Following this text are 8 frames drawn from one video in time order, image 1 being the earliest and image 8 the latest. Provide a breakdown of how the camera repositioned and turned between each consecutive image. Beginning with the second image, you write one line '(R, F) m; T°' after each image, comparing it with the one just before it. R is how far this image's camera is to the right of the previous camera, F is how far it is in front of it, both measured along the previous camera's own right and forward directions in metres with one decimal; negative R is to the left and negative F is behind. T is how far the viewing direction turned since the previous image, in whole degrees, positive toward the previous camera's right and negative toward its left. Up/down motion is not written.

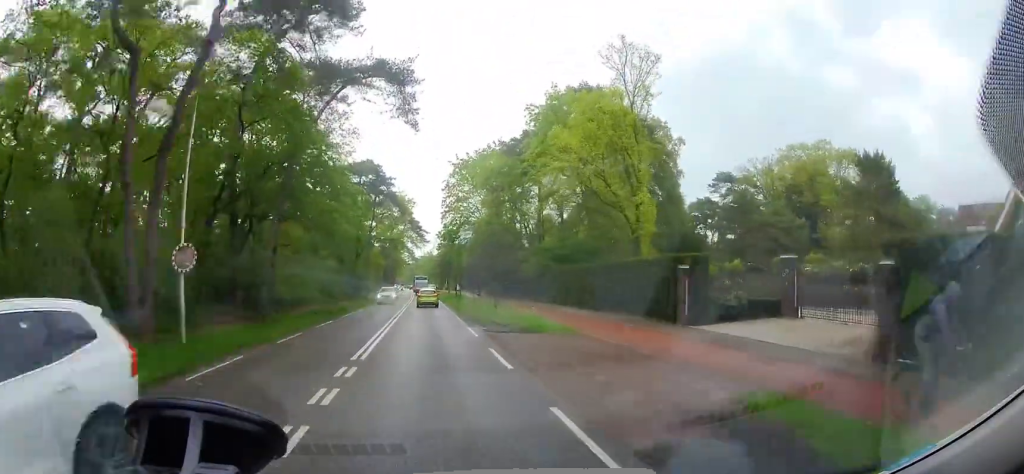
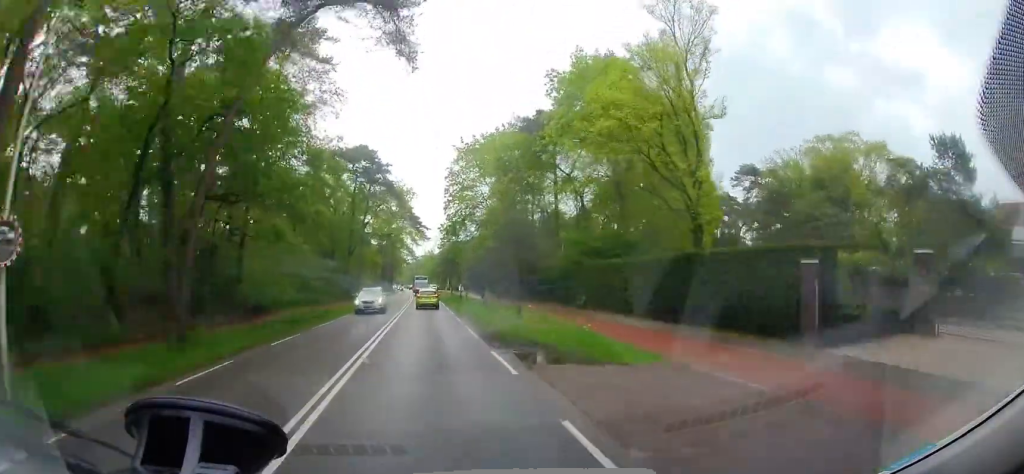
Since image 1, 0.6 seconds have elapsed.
(+0.1, +6.3) m; 0°
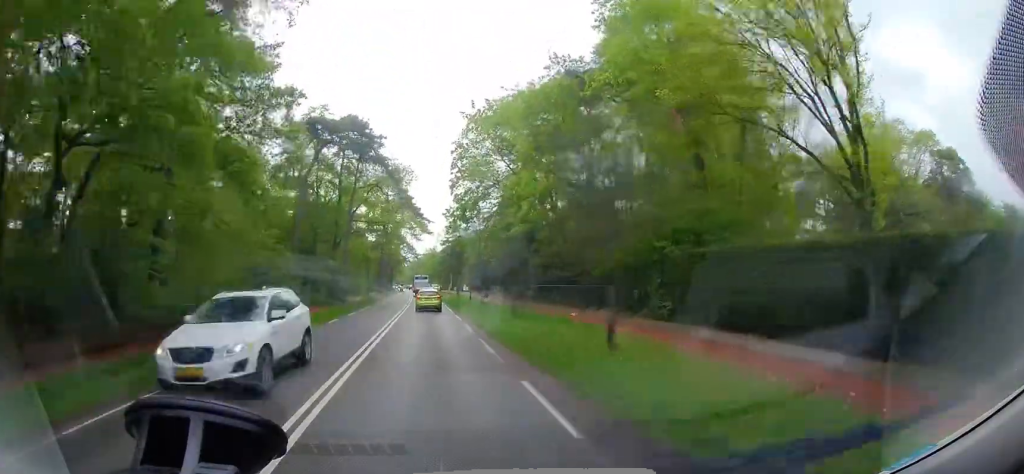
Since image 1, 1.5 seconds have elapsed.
(-0.2, +9.5) m; -2°
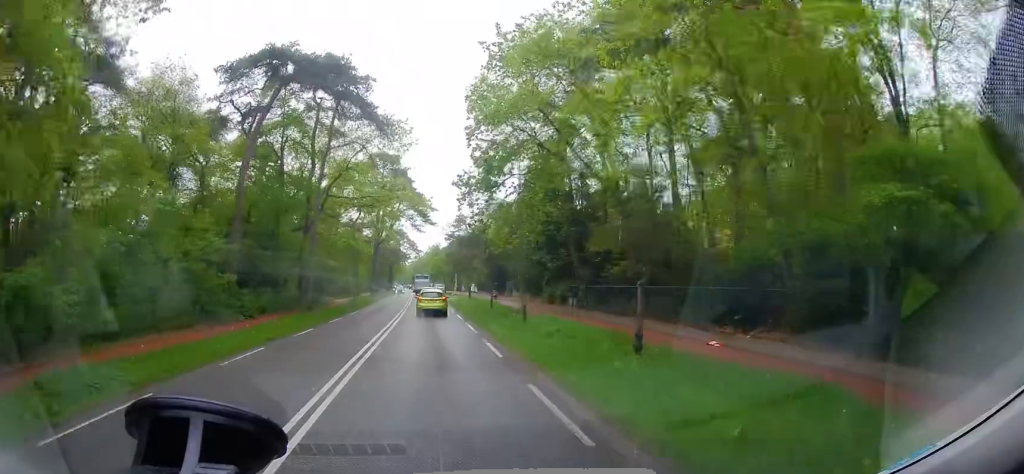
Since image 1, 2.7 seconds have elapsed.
(-0.1, +12.0) m; -1°
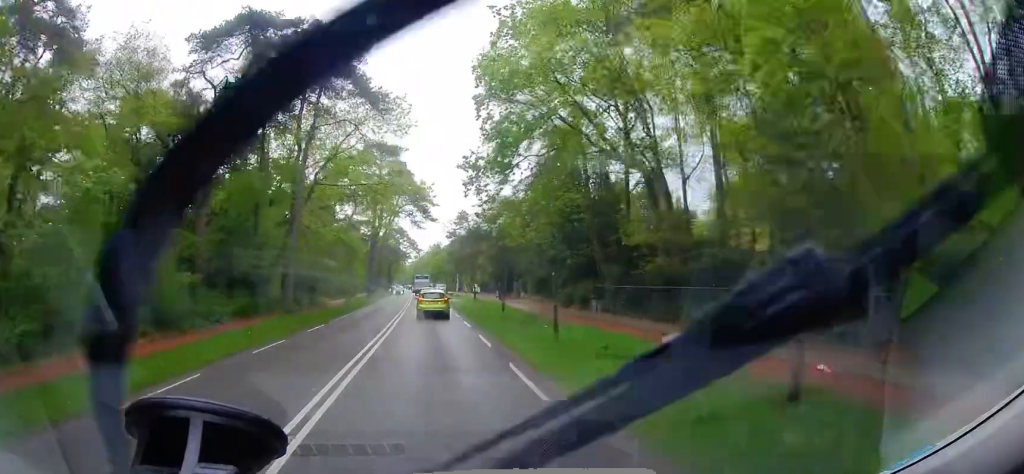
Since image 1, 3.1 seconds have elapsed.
(0.0, +4.0) m; +1°
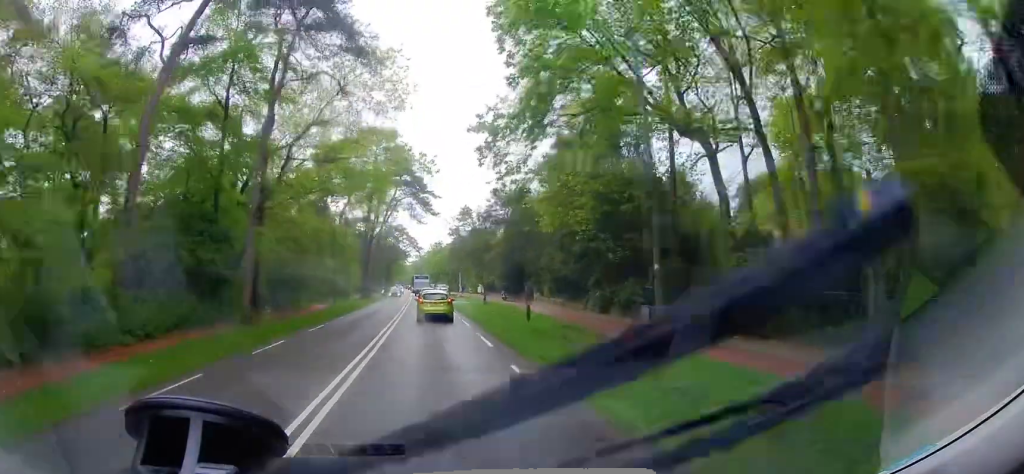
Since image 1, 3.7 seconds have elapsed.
(0.0, +6.0) m; +1°
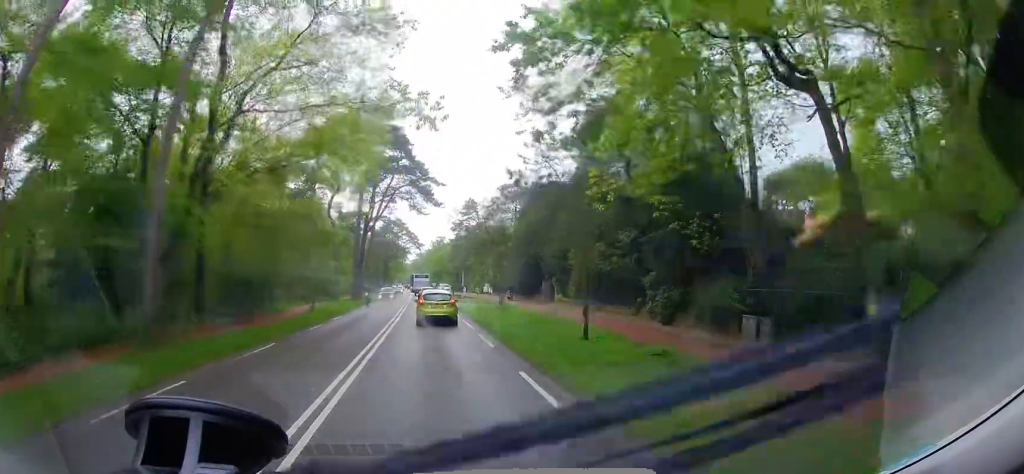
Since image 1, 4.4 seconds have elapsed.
(+0.2, +6.6) m; 0°
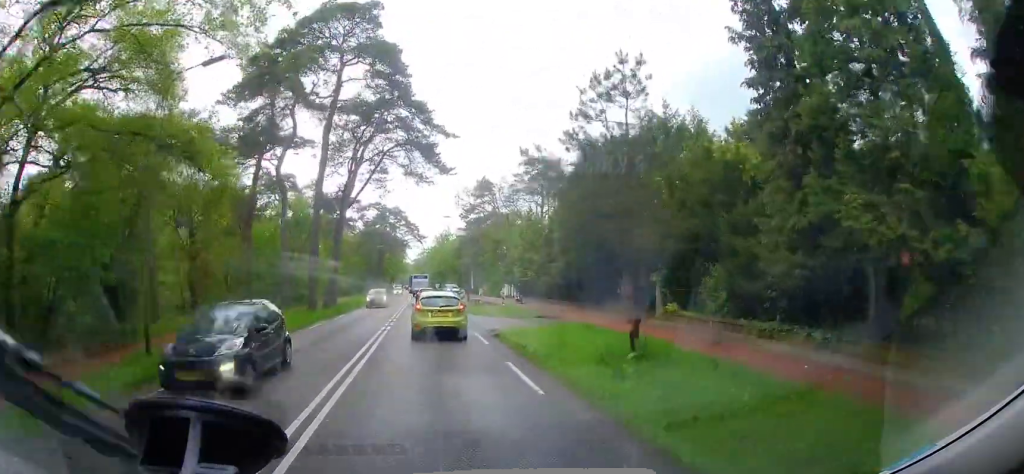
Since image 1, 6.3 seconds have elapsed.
(-0.5, +17.3) m; -3°
